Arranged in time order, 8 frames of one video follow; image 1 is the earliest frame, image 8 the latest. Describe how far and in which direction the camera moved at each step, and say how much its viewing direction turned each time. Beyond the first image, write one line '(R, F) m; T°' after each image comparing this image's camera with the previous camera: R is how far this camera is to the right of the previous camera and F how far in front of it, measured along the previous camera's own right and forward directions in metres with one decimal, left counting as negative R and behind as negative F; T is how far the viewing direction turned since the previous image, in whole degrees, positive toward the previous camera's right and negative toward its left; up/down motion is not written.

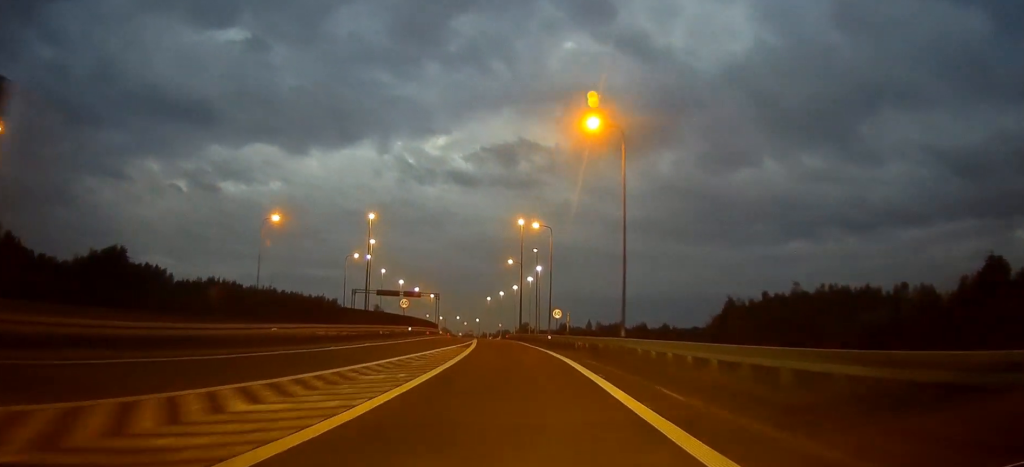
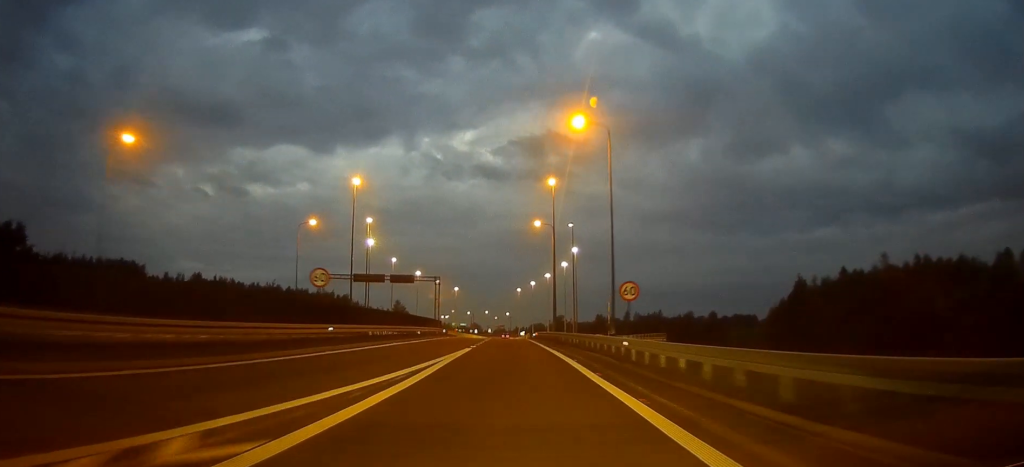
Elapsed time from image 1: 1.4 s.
(-0.7, +29.3) m; -3°
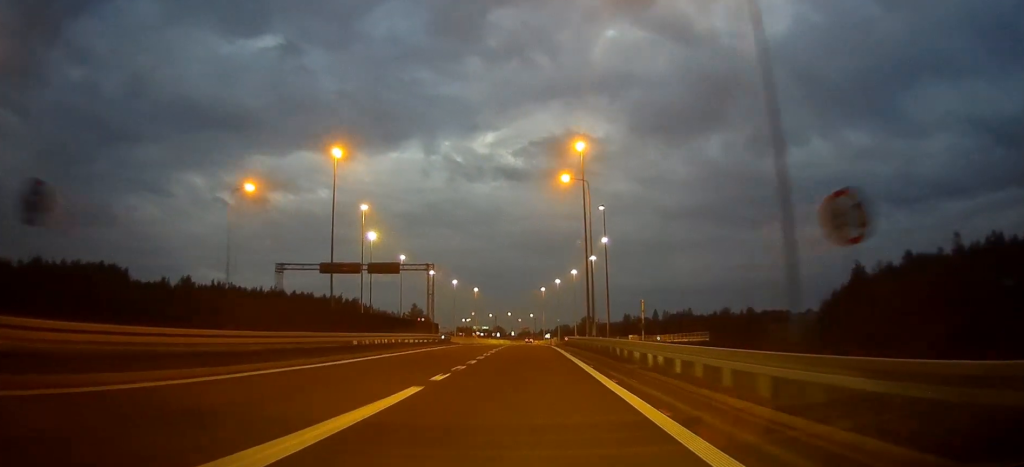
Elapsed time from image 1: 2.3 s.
(-0.4, +19.1) m; -2°
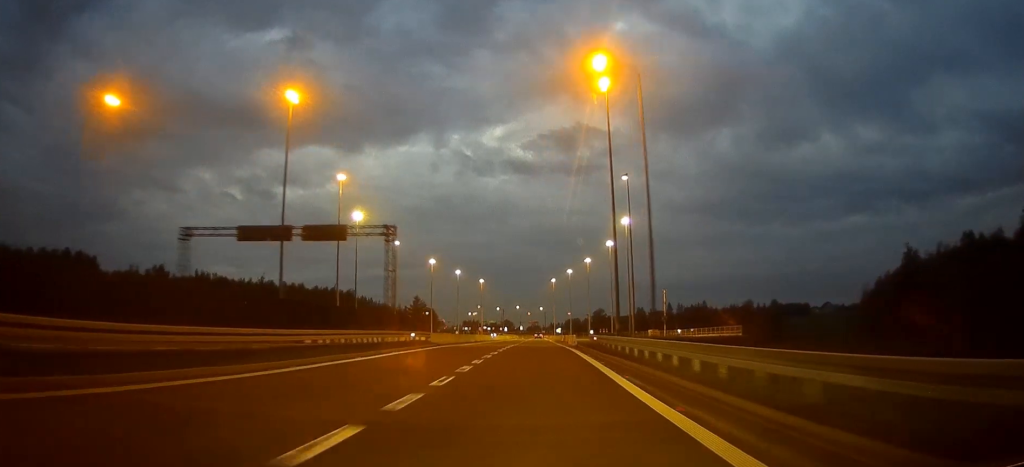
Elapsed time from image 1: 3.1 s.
(-0.2, +17.9) m; -1°
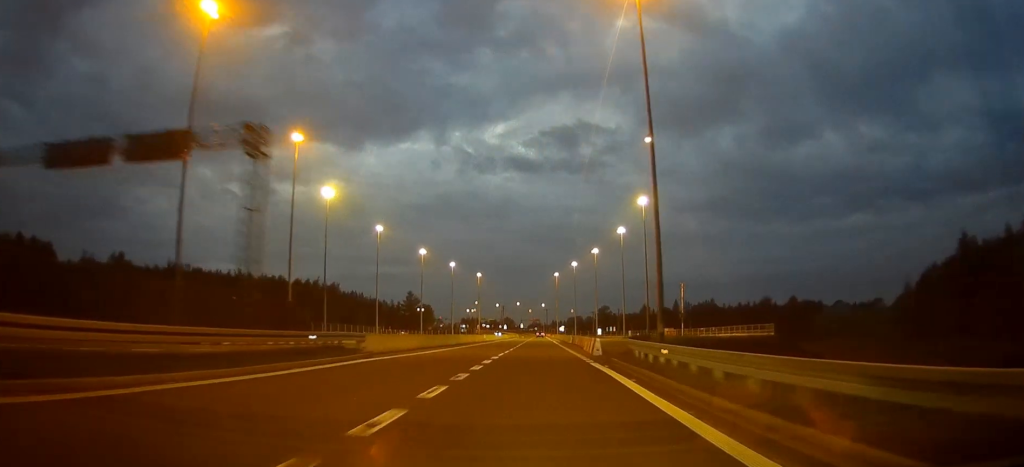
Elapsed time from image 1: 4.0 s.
(-0.1, +18.1) m; 0°
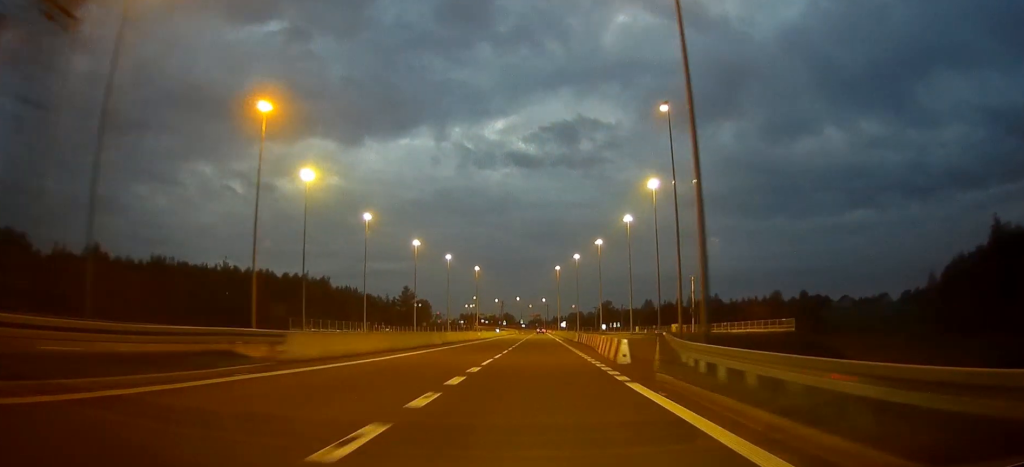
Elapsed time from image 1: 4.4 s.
(0.0, +9.5) m; 0°
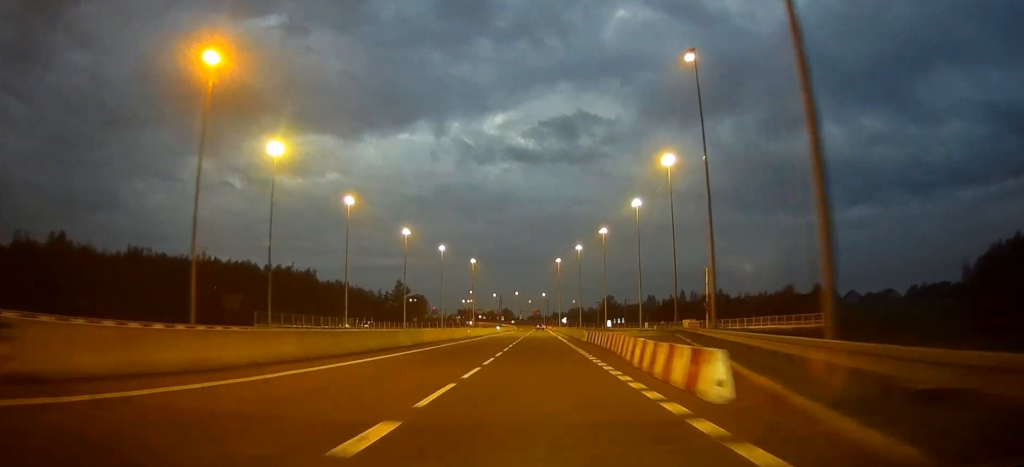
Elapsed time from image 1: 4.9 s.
(0.0, +11.7) m; 0°
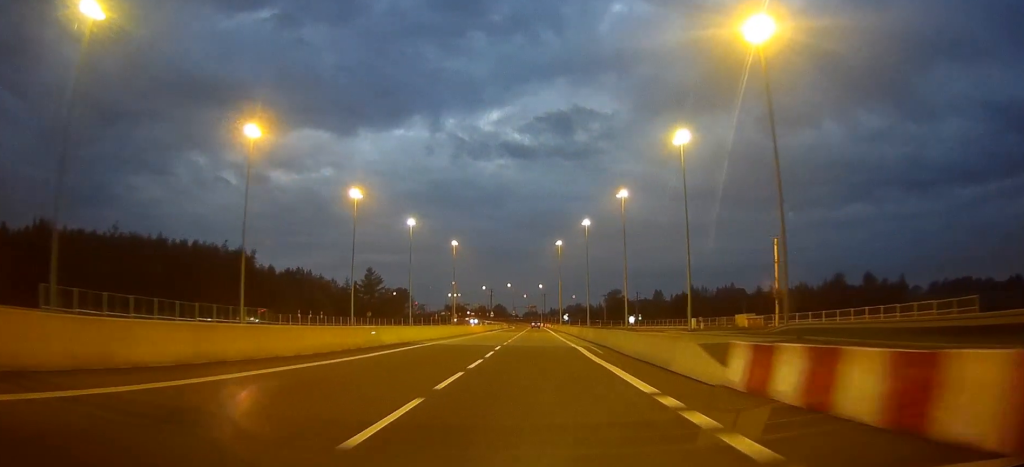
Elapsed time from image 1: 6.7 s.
(+0.1, +38.3) m; 0°
